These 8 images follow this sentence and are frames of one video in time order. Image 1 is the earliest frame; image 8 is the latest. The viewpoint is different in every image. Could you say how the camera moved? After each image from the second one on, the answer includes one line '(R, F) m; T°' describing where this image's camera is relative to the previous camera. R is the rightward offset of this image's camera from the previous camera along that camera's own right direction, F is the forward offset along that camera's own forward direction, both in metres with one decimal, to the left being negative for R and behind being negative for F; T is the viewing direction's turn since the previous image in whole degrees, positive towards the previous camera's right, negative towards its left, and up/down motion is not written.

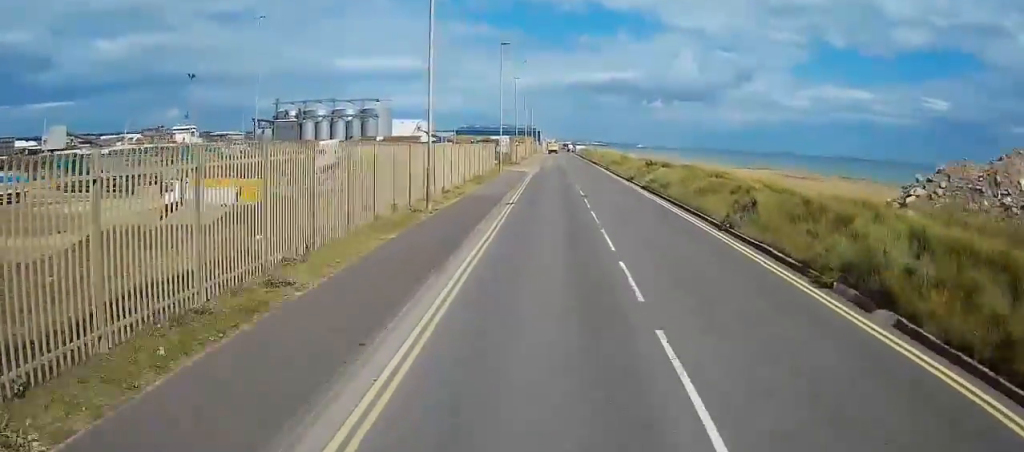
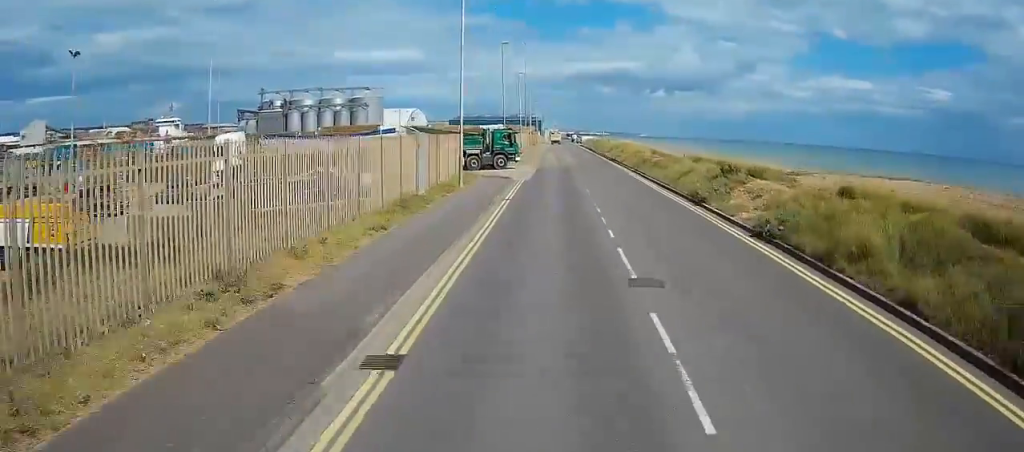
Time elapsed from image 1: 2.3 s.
(+0.2, +24.1) m; +1°
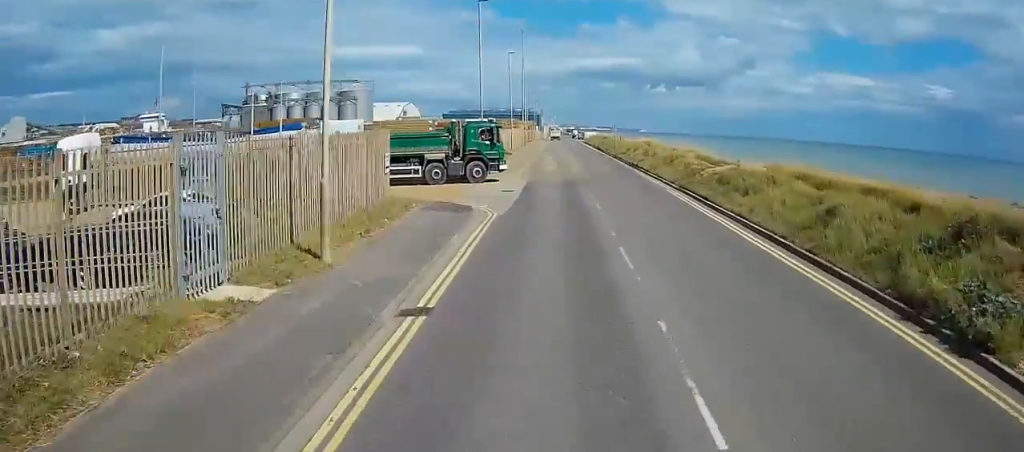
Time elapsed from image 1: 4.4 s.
(+0.3, +19.6) m; +2°
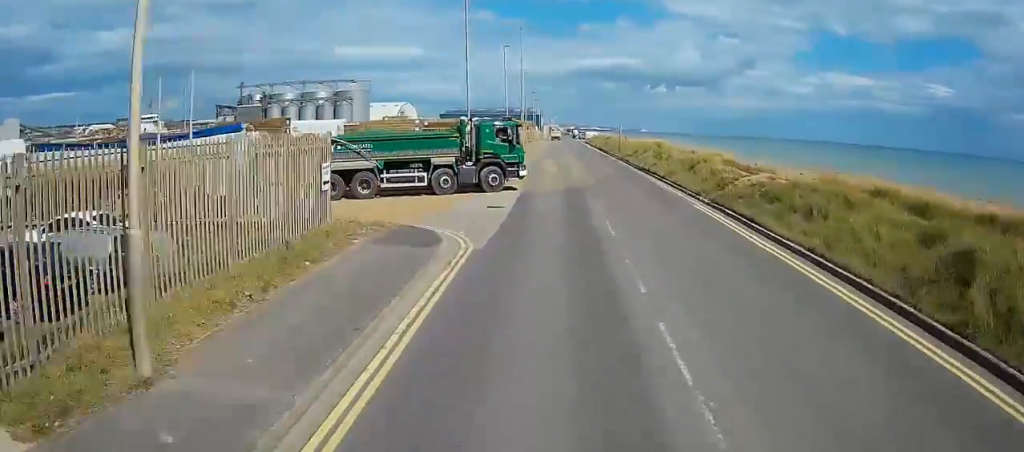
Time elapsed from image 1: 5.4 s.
(+0.2, +7.8) m; +1°
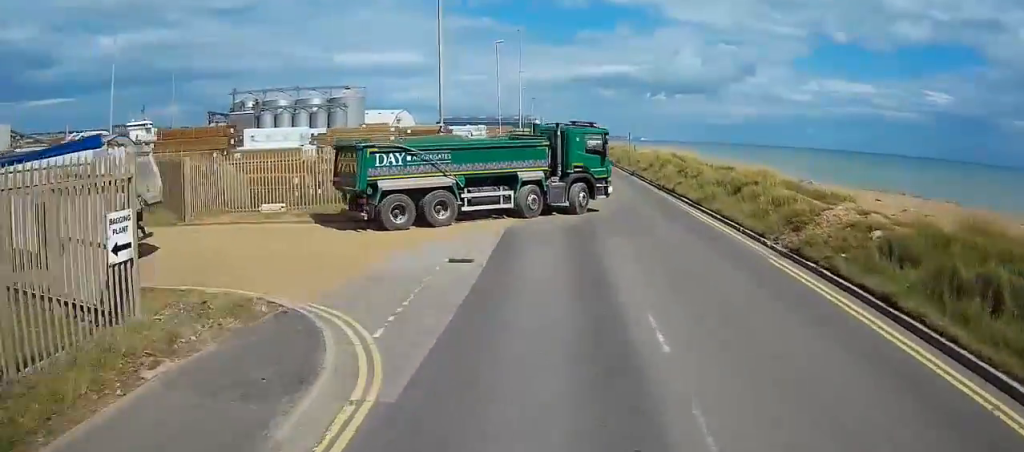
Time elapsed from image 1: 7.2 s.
(0.0, +12.7) m; -1°
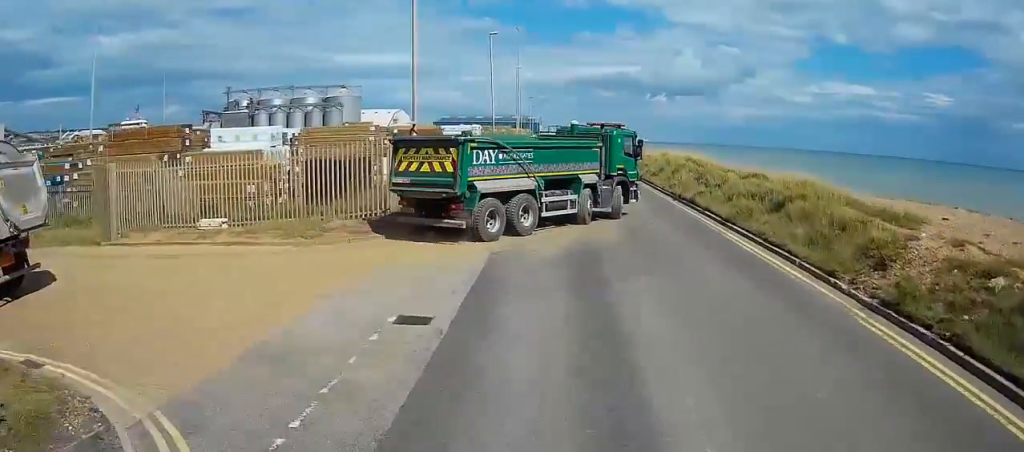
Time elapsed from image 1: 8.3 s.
(-0.1, +4.7) m; -2°
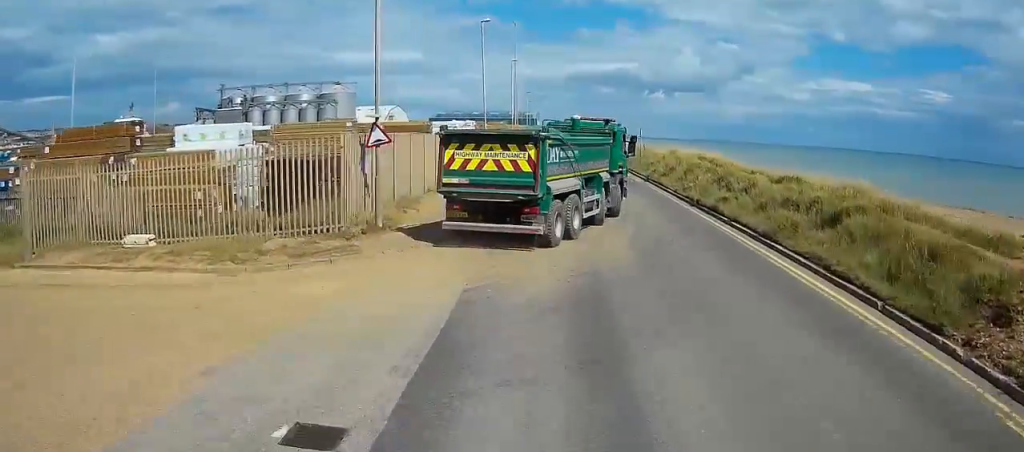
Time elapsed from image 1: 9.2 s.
(-0.1, +2.7) m; -2°
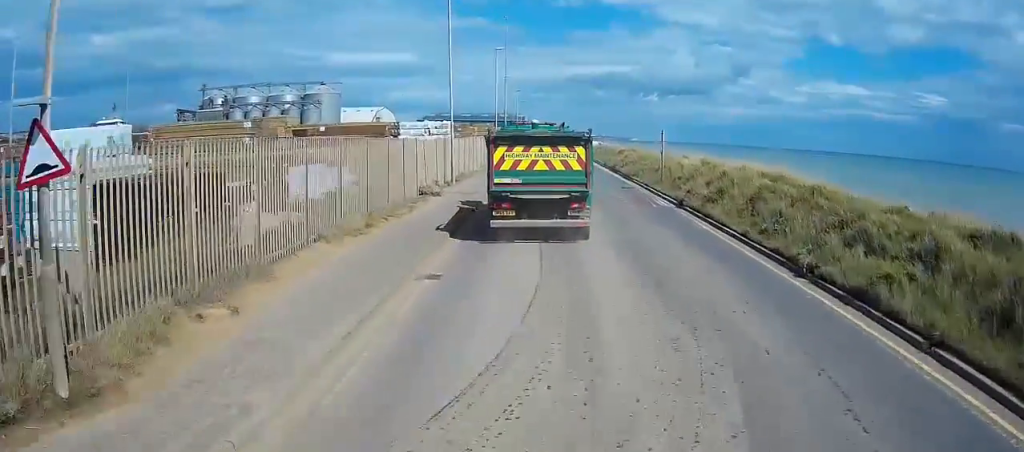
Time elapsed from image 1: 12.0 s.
(+0.1, +10.4) m; +1°
